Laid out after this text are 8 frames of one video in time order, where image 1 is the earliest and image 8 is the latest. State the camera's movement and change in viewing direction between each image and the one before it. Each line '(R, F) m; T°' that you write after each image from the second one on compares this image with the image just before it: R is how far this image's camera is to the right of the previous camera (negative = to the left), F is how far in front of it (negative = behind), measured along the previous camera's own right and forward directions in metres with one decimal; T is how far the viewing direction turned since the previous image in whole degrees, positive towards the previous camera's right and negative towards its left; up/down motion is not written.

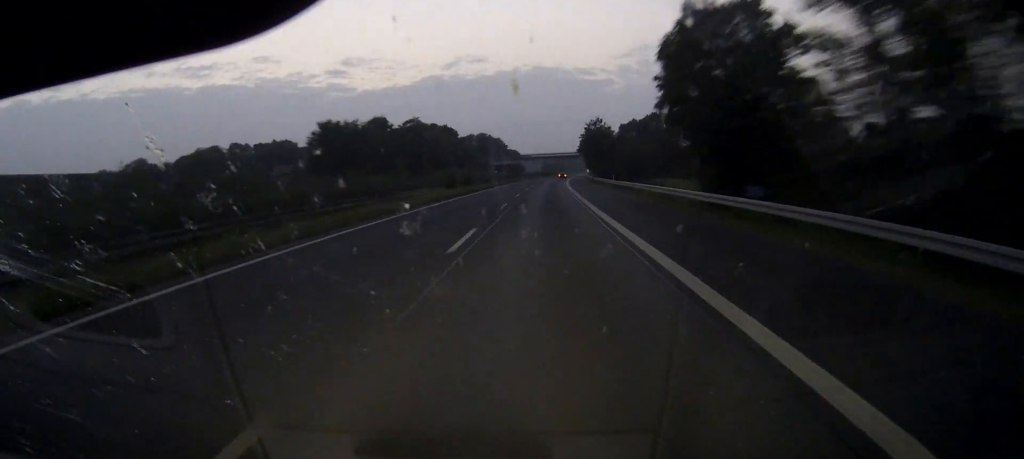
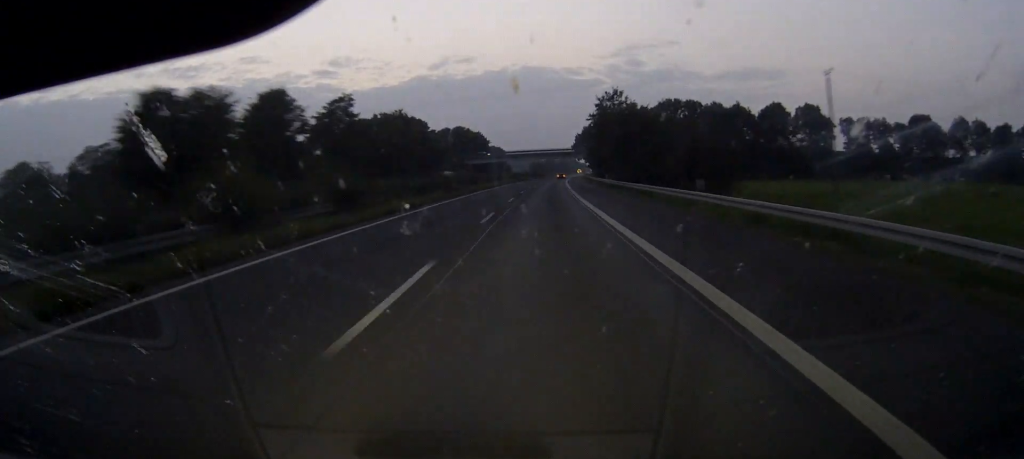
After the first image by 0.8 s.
(+0.3, +42.1) m; +1°
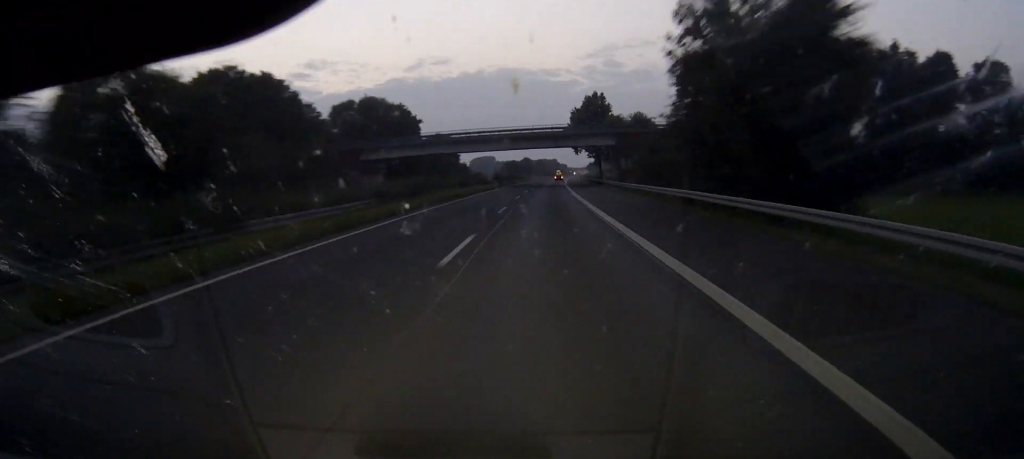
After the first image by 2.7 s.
(+1.6, +96.2) m; +2°
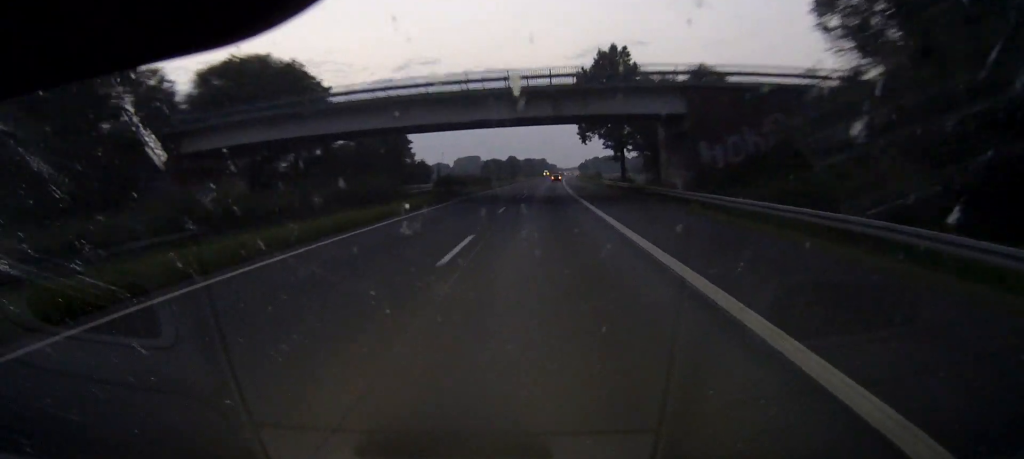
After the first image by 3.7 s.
(+0.2, +51.1) m; +1°
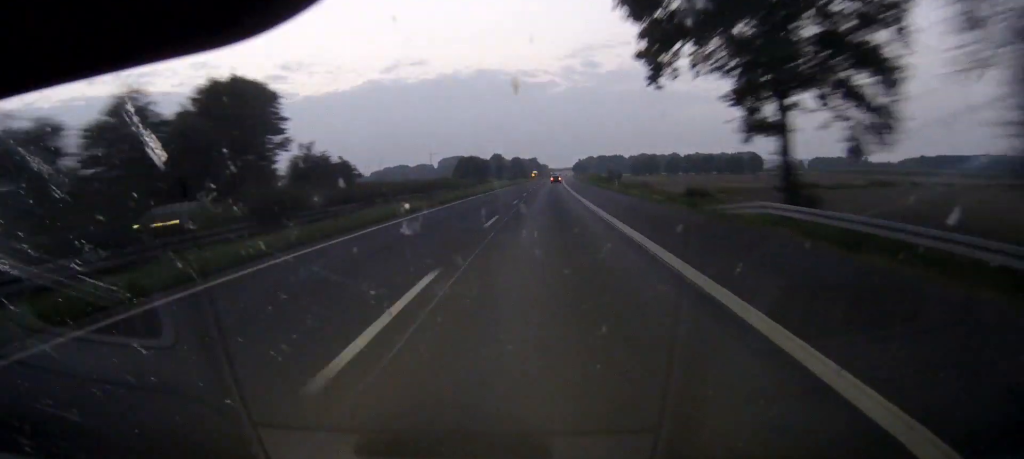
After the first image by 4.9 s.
(+0.4, +58.2) m; +1°
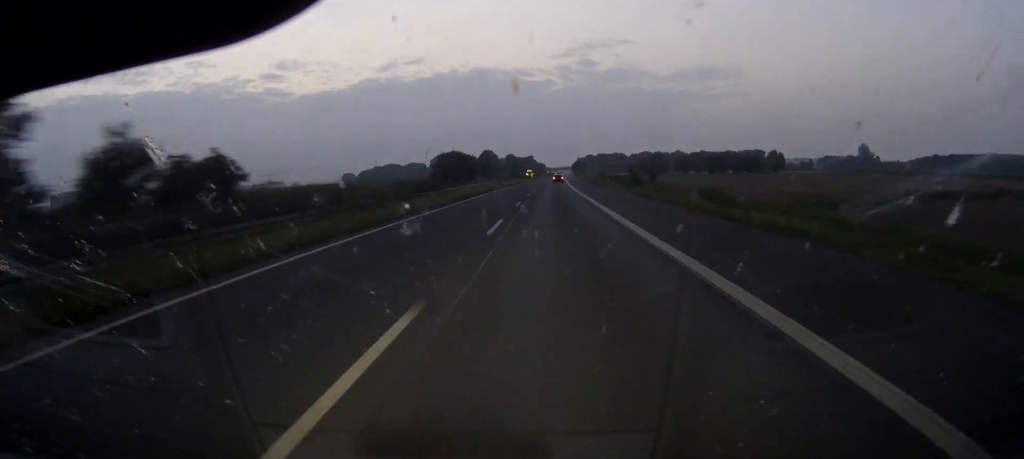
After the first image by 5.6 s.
(+0.1, +37.8) m; 0°
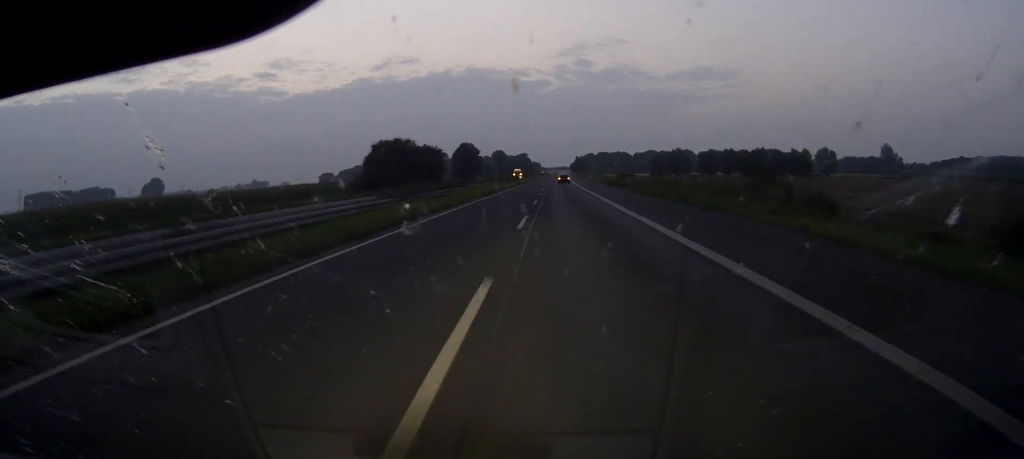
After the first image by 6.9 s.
(+0.2, +65.9) m; 0°
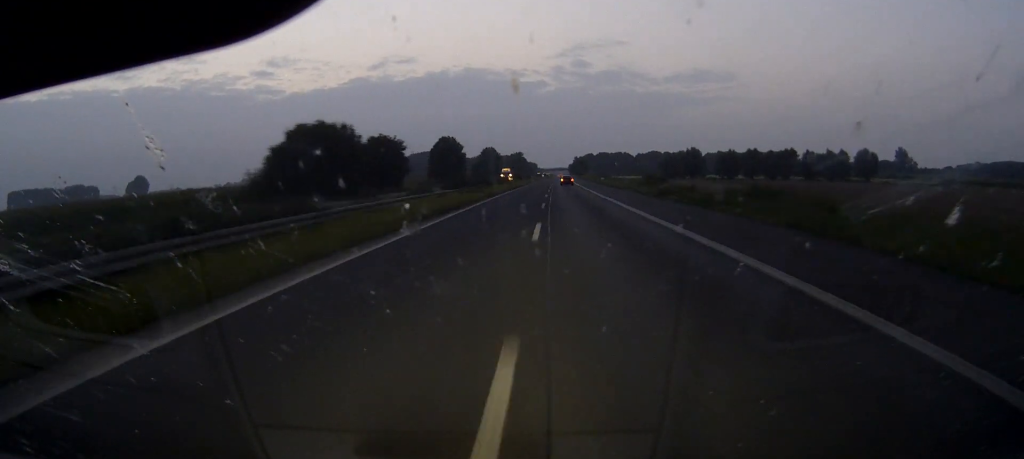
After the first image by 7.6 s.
(+0.1, +38.3) m; 0°
